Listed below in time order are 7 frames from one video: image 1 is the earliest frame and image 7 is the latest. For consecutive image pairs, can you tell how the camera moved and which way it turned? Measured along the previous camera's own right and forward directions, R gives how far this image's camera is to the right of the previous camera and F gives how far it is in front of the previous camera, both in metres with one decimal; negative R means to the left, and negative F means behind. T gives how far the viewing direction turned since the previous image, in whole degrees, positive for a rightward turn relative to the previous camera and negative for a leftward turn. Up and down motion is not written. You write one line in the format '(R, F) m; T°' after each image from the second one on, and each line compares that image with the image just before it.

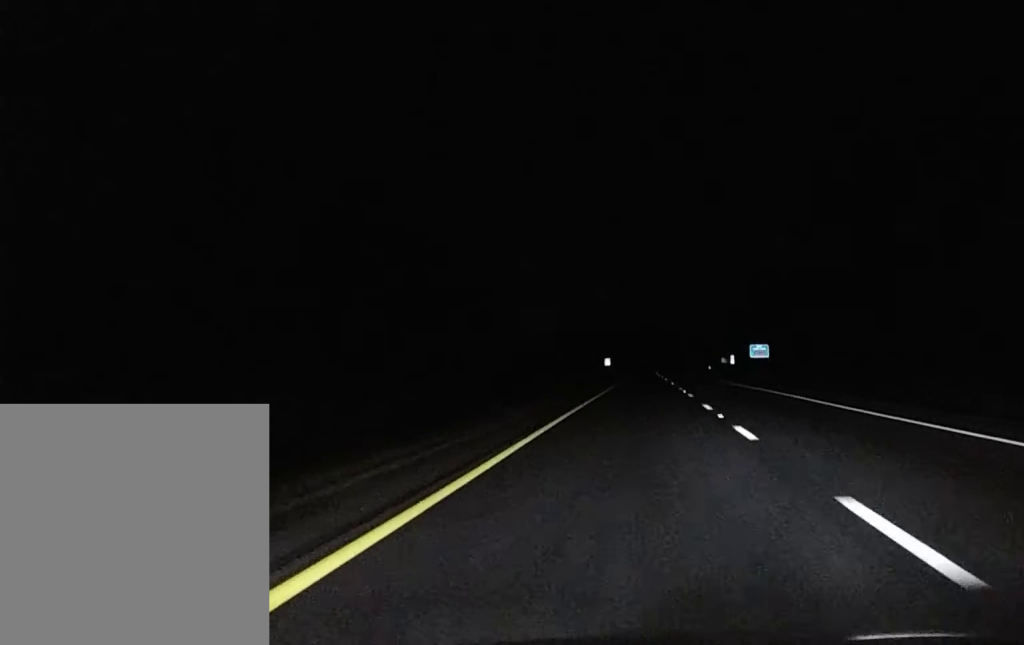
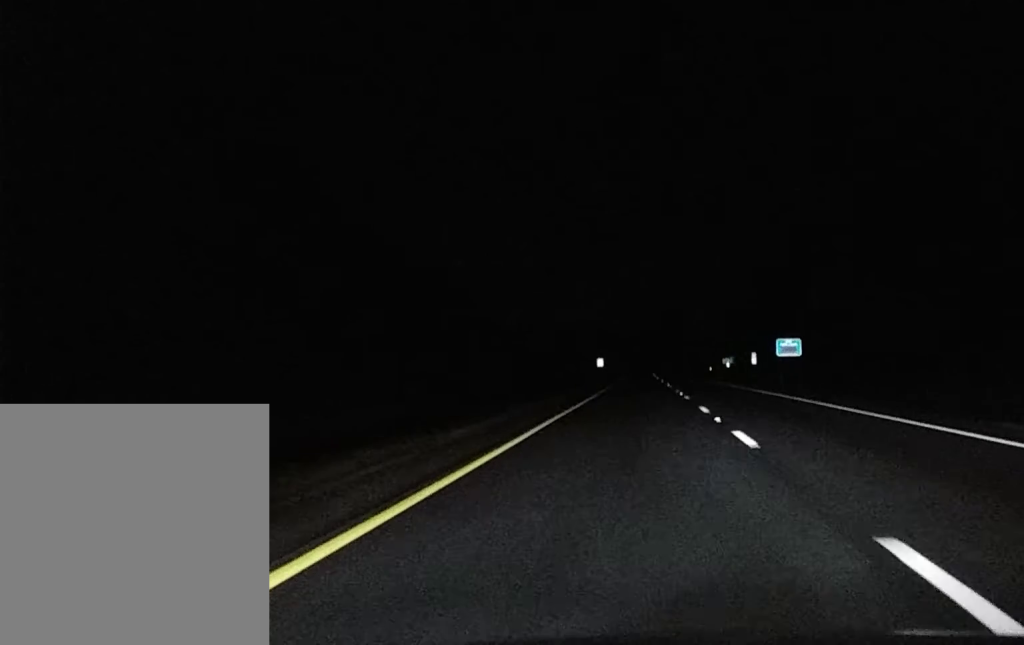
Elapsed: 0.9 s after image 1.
(0.0, +25.3) m; 0°
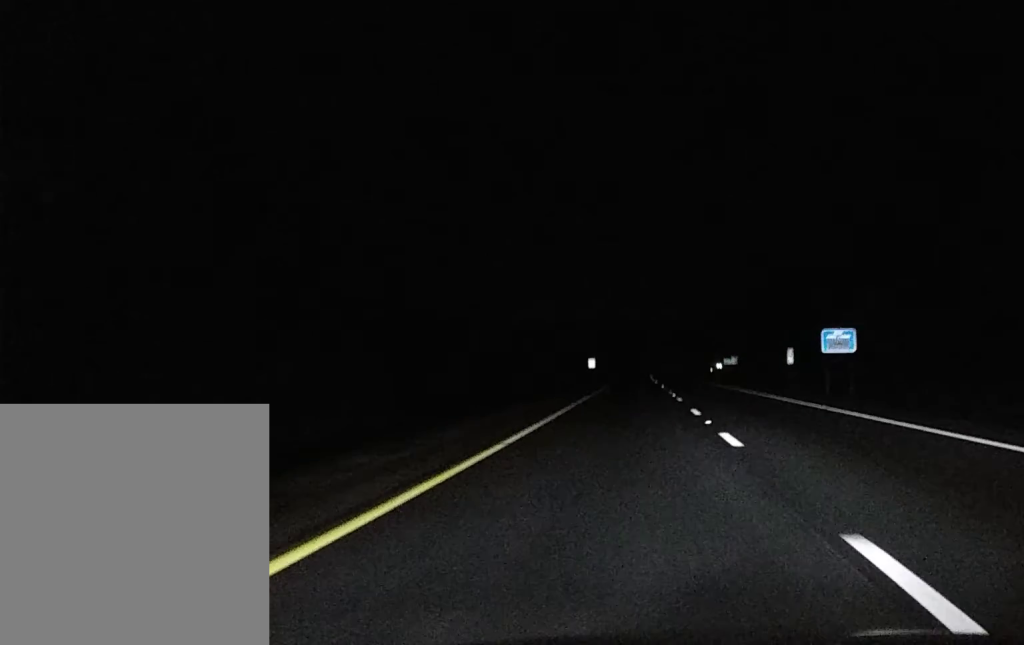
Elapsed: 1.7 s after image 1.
(+0.1, +24.8) m; 0°
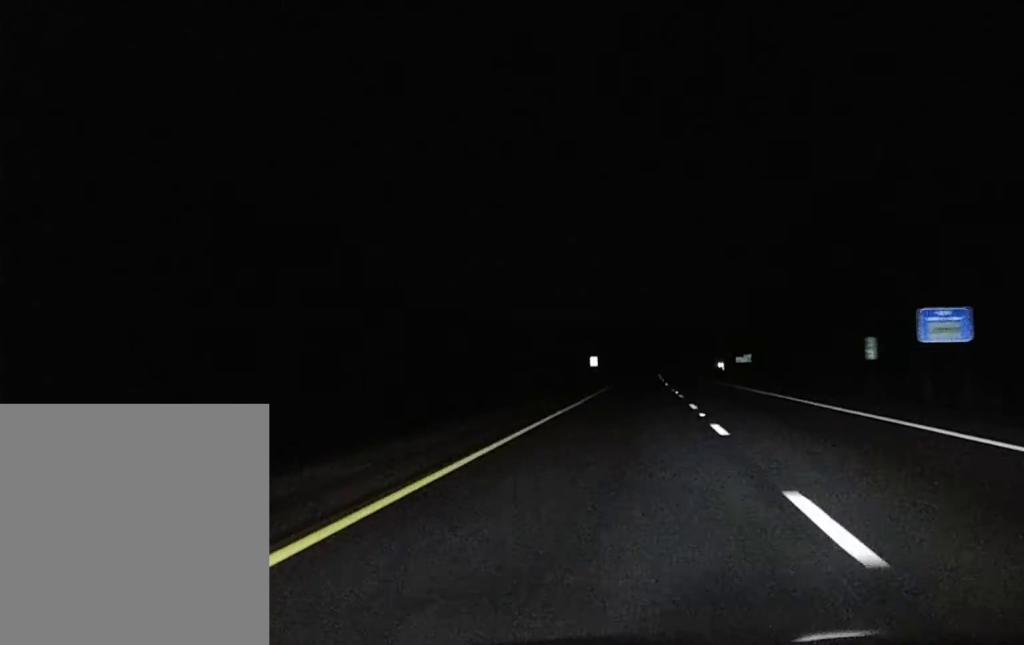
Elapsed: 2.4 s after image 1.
(0.0, +24.0) m; 0°
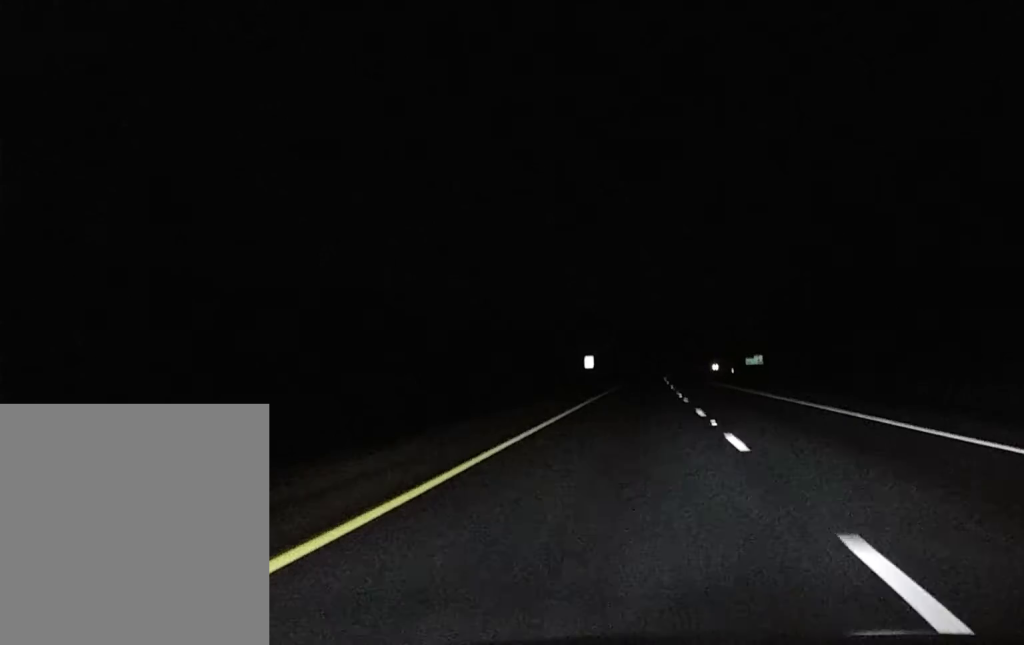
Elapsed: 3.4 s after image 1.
(0.0, +35.5) m; 0°
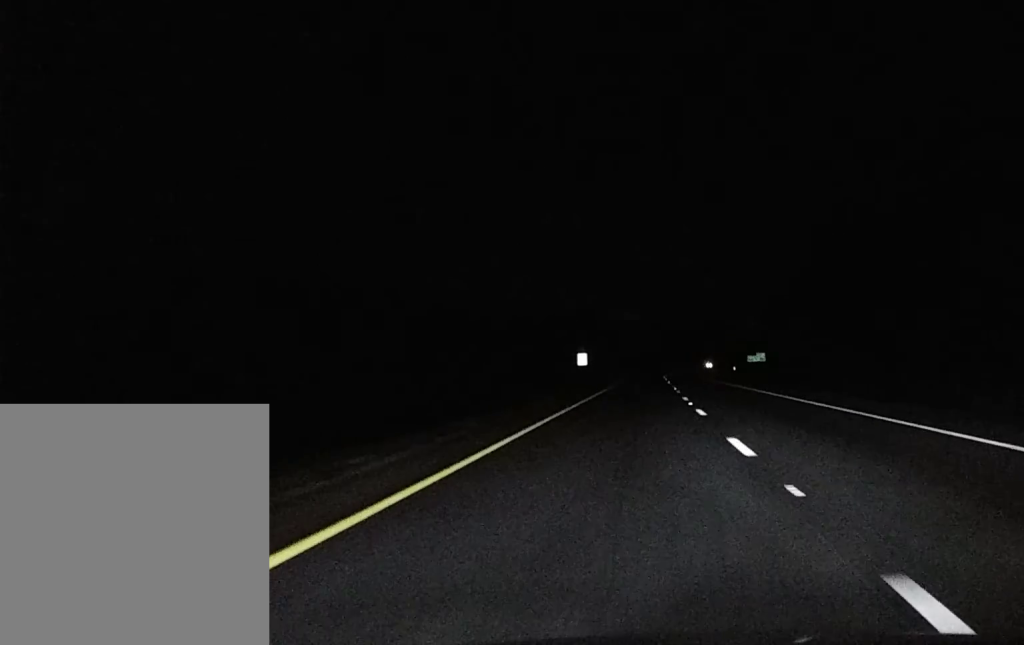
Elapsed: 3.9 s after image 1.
(+0.1, +16.6) m; 0°
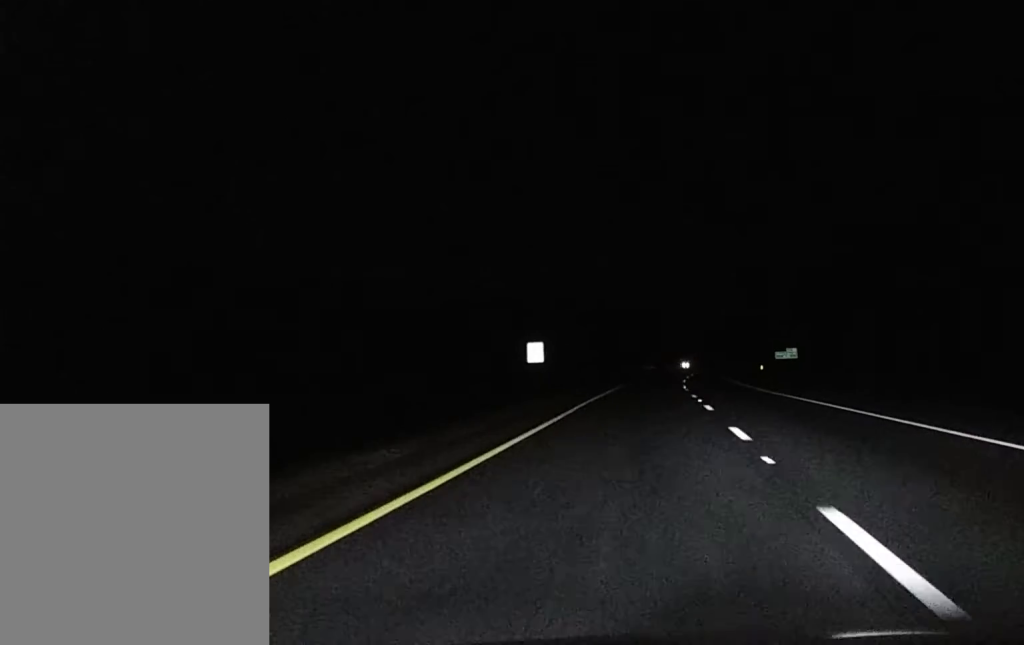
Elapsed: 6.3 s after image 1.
(-0.3, +76.0) m; 0°
